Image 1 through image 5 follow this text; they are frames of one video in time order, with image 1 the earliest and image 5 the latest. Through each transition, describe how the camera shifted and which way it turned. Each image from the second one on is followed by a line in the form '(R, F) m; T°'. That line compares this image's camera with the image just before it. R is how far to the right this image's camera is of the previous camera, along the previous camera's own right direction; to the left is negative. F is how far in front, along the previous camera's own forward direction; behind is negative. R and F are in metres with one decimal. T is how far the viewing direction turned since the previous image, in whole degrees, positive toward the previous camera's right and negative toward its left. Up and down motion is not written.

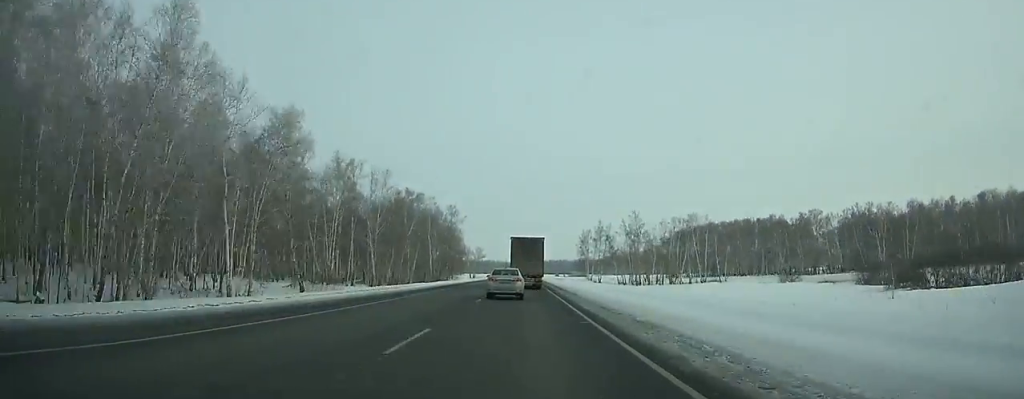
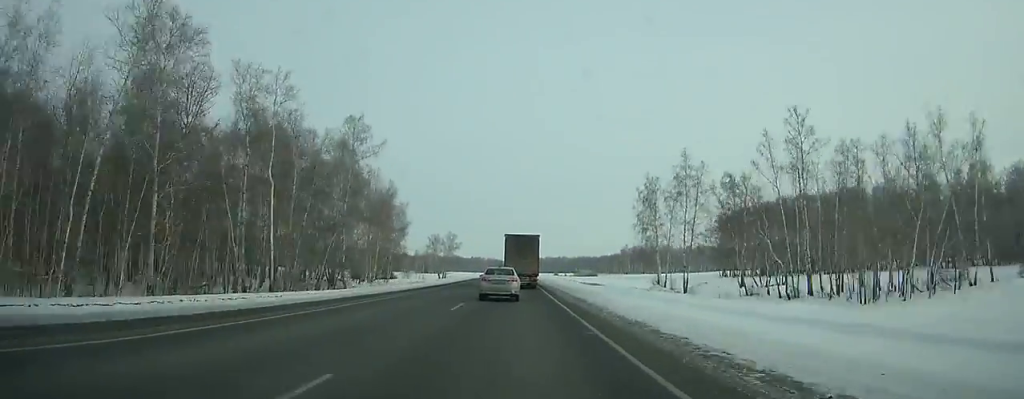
(0.0, +85.4) m; 0°
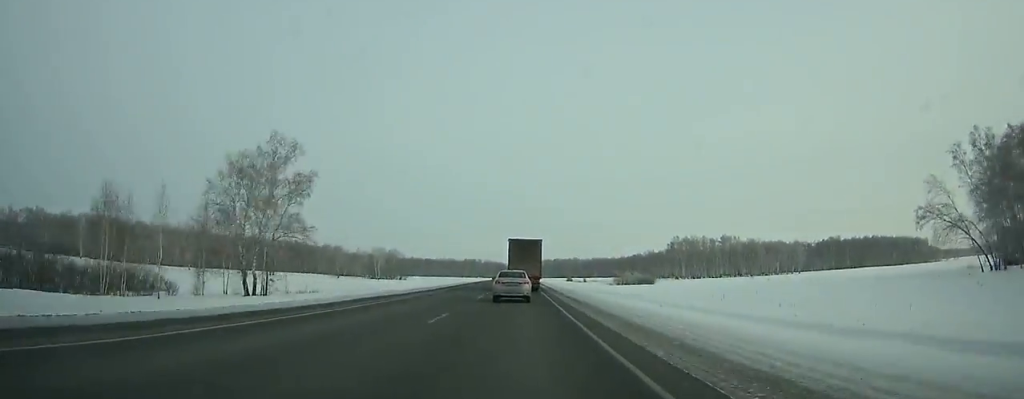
(+0.1, +133.0) m; 0°
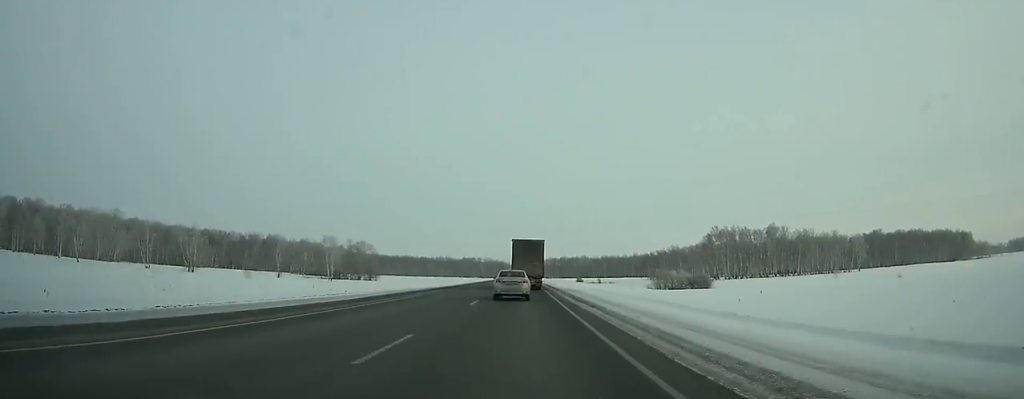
(-0.1, +55.3) m; 0°
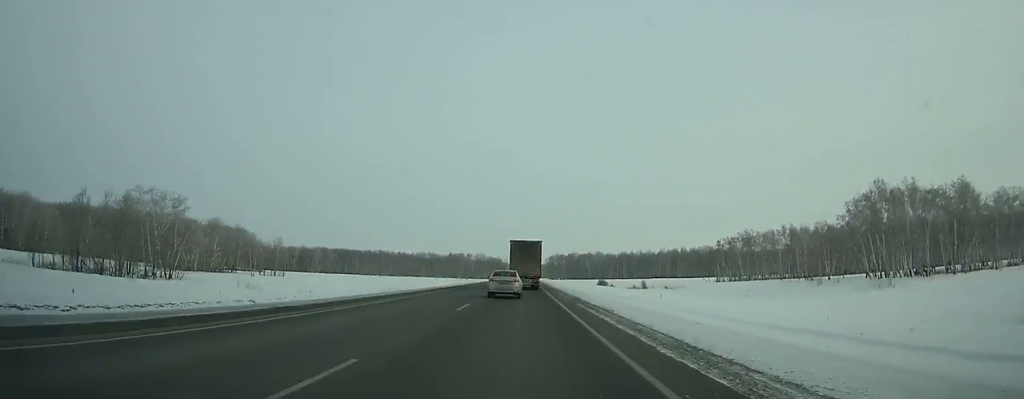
(+0.3, +115.0) m; 0°
